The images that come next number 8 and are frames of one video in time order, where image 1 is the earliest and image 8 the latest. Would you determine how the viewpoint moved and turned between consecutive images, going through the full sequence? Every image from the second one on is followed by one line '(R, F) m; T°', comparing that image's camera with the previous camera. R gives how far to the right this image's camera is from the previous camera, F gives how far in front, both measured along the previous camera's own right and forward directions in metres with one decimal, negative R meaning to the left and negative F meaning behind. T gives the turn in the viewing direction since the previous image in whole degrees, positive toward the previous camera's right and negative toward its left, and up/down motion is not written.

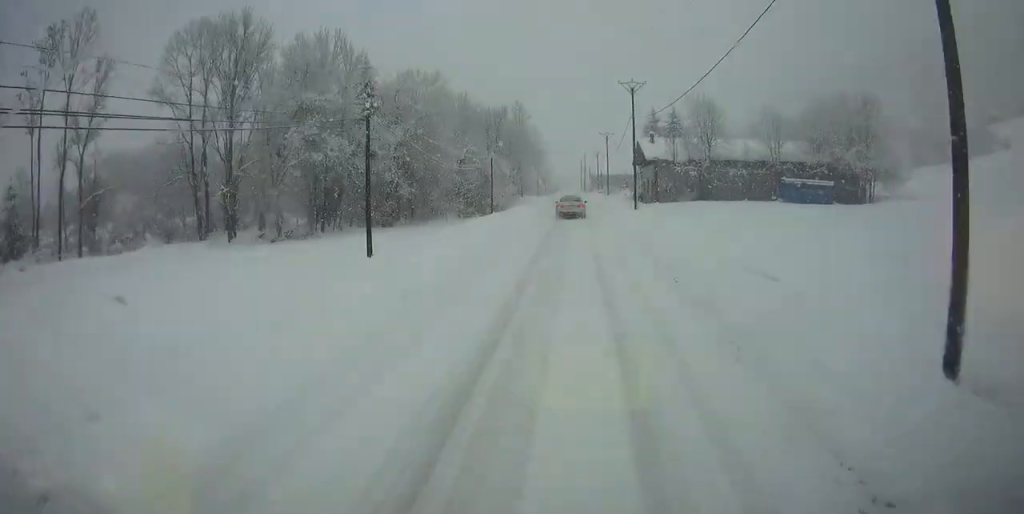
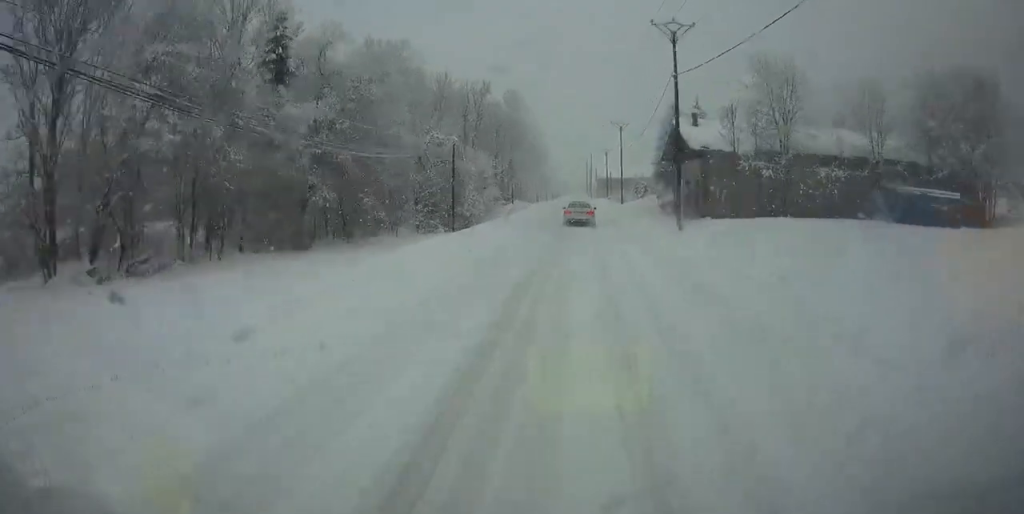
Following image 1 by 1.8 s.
(0.0, +21.7) m; 0°
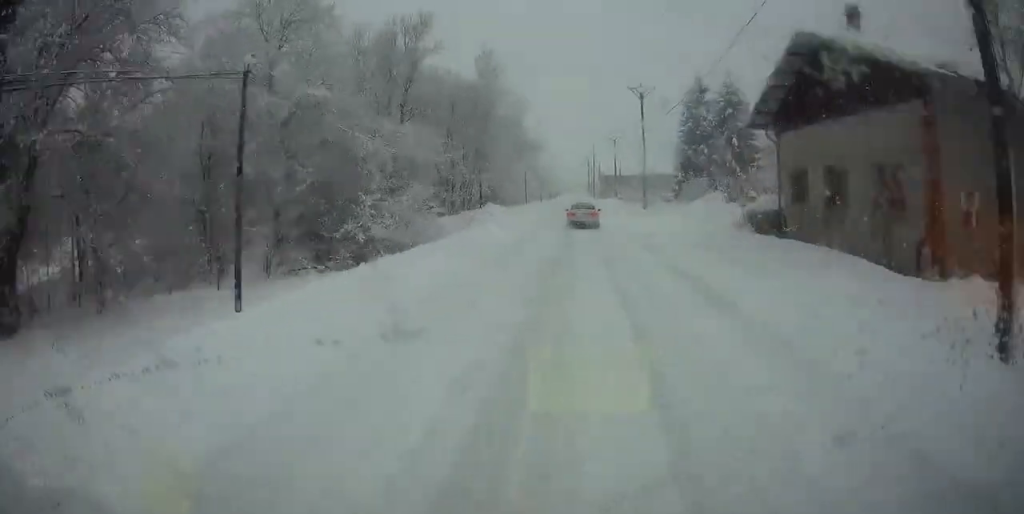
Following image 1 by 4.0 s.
(0.0, +27.3) m; 0°
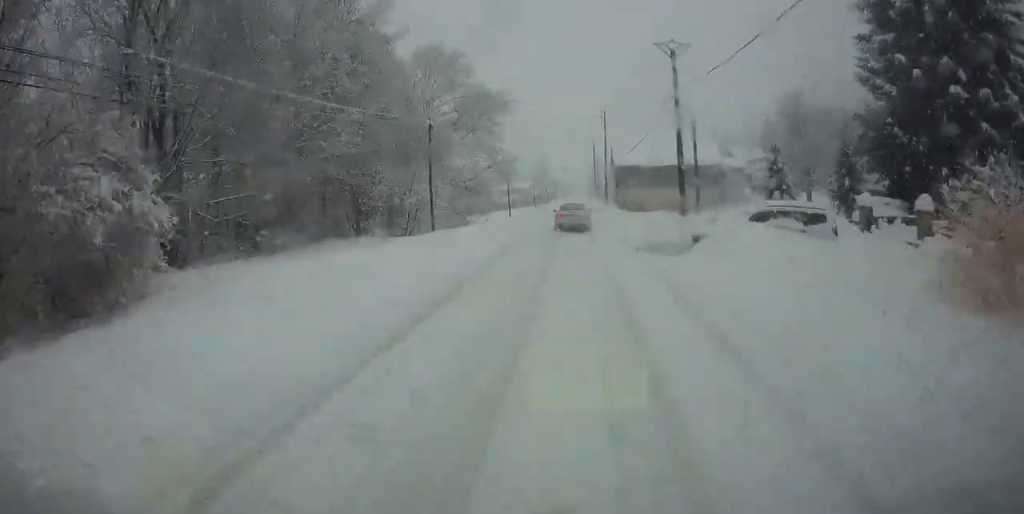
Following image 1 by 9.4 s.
(-0.1, +65.1) m; 0°
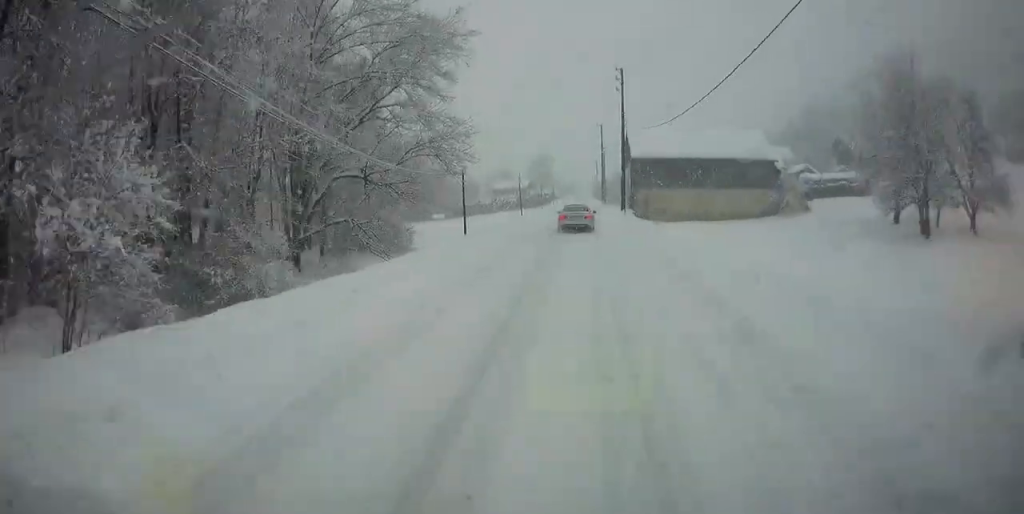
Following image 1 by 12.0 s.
(0.0, +30.5) m; 0°
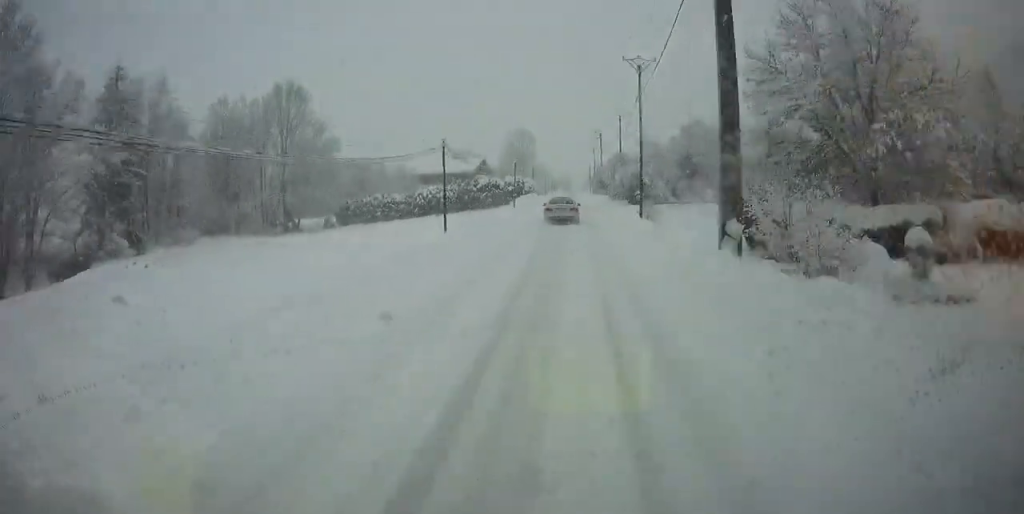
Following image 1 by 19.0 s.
(-0.4, +84.6) m; 0°
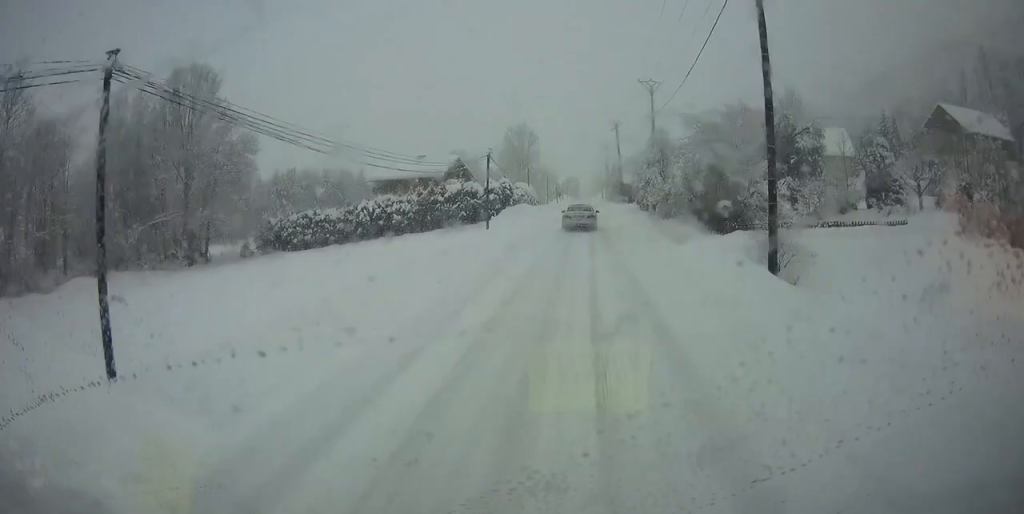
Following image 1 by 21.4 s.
(0.0, +28.8) m; 0°
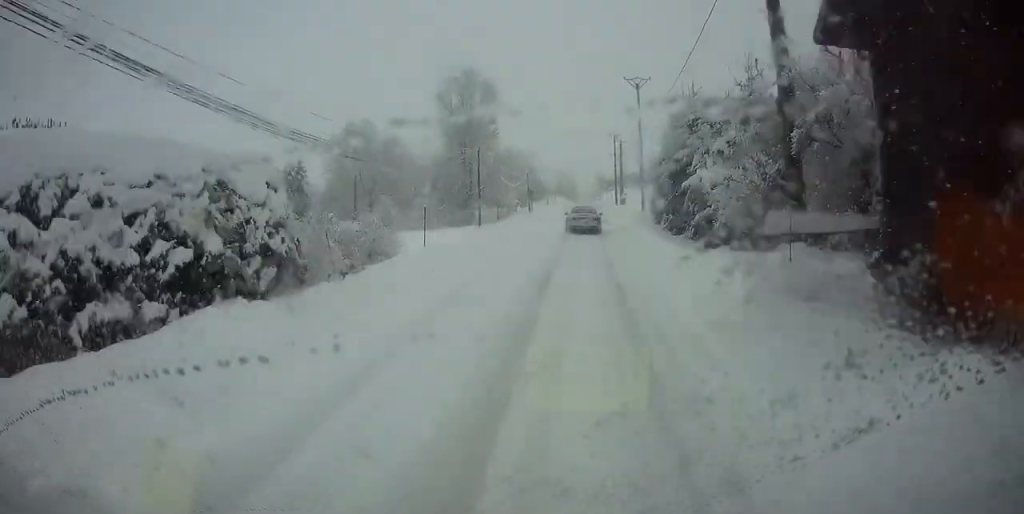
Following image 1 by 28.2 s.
(+0.5, +79.6) m; +1°
